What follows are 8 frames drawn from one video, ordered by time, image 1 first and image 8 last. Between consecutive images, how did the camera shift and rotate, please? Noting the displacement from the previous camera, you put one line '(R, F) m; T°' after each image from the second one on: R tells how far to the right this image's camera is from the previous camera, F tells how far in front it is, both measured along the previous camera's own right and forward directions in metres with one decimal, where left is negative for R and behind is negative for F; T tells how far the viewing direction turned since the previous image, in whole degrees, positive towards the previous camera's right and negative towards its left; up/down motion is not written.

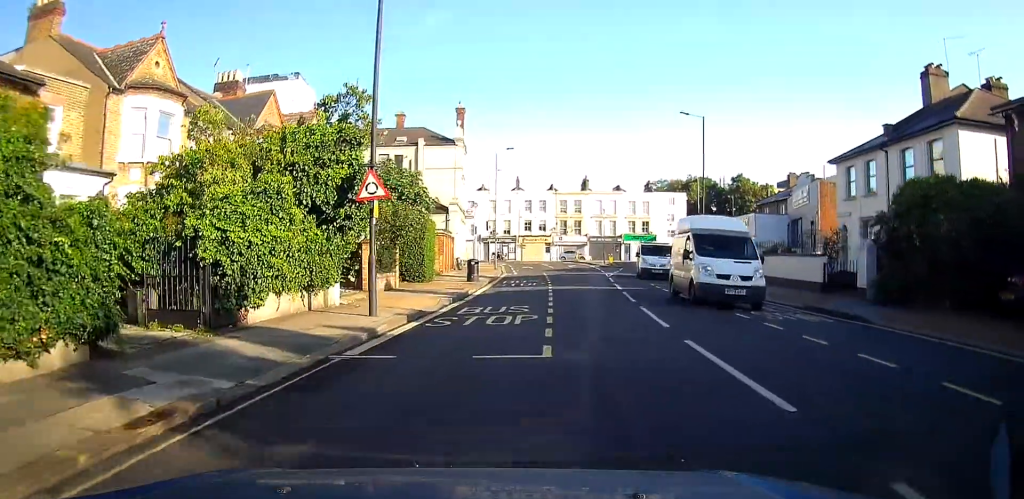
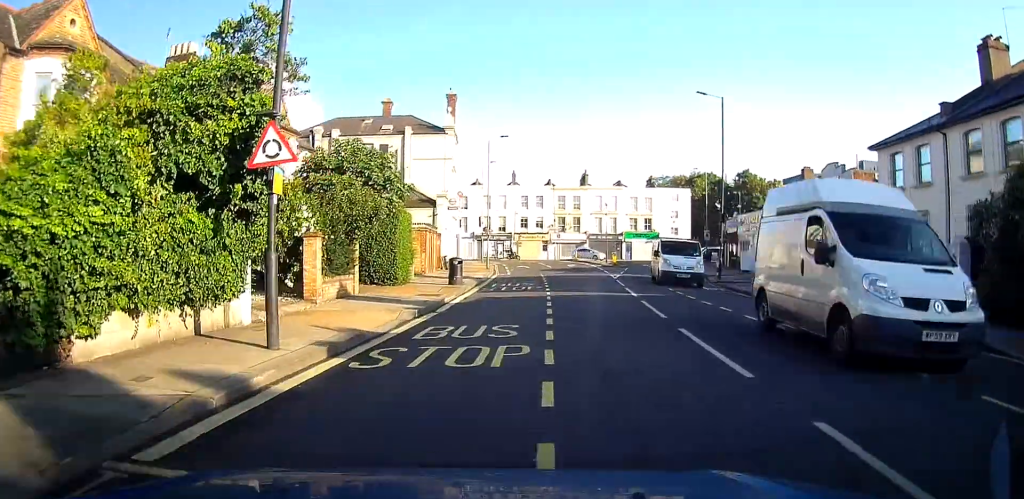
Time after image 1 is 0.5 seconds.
(0.0, +4.7) m; 0°
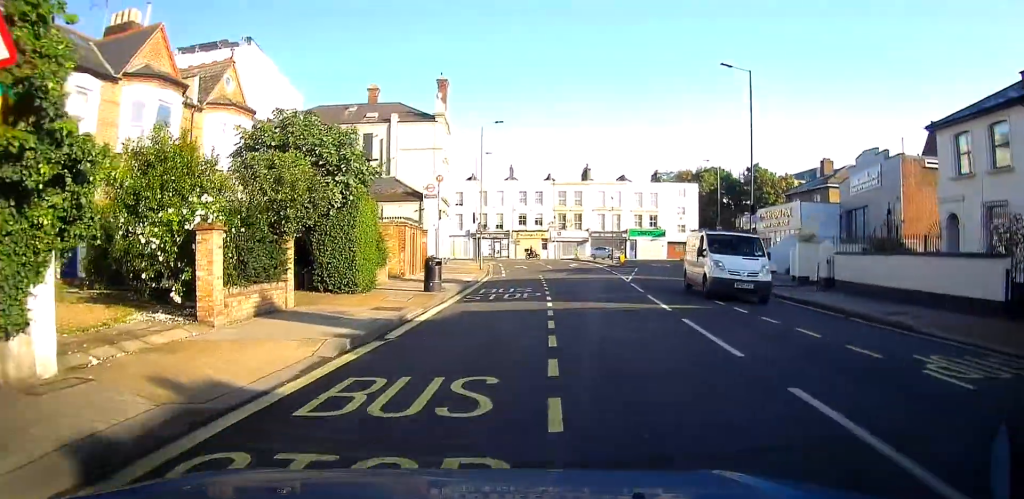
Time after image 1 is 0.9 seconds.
(-0.1, +4.8) m; 0°
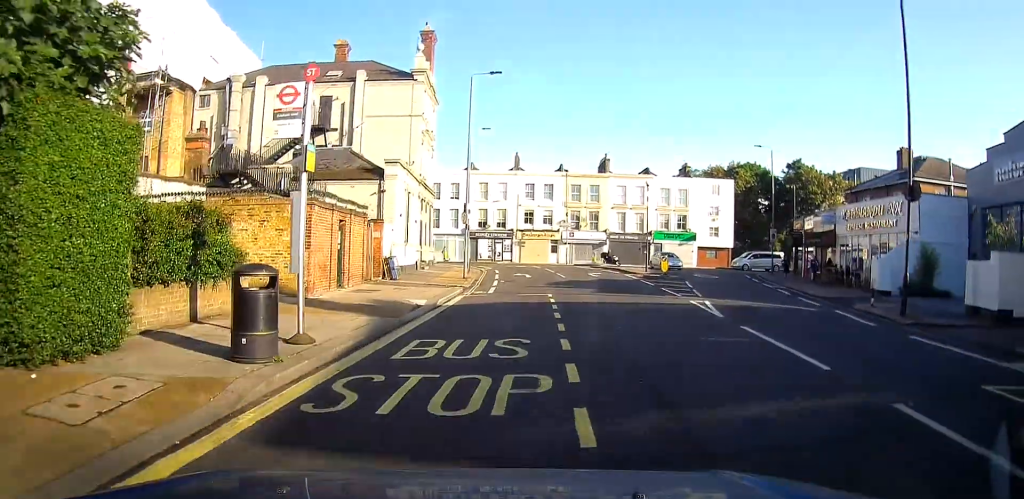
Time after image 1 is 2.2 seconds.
(+0.1, +12.4) m; +1°
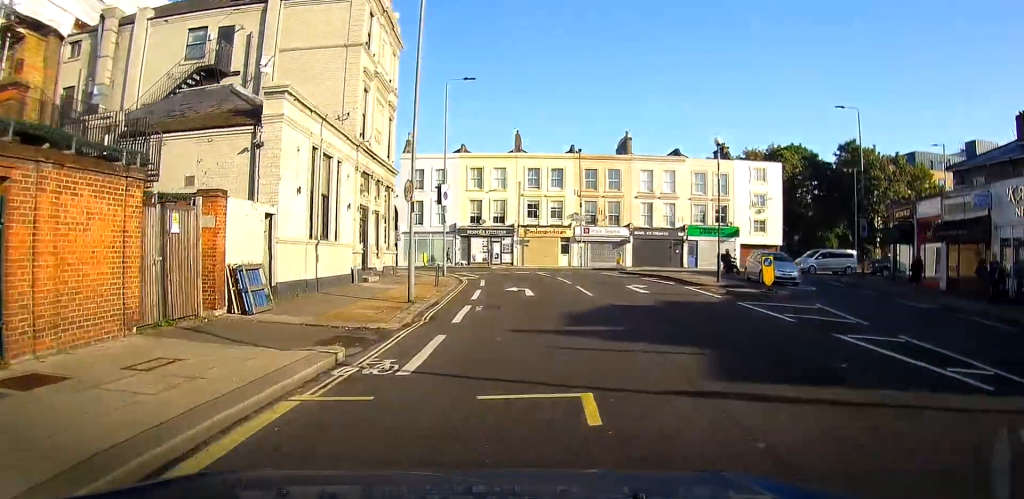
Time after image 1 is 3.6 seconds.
(-0.2, +13.8) m; -2°
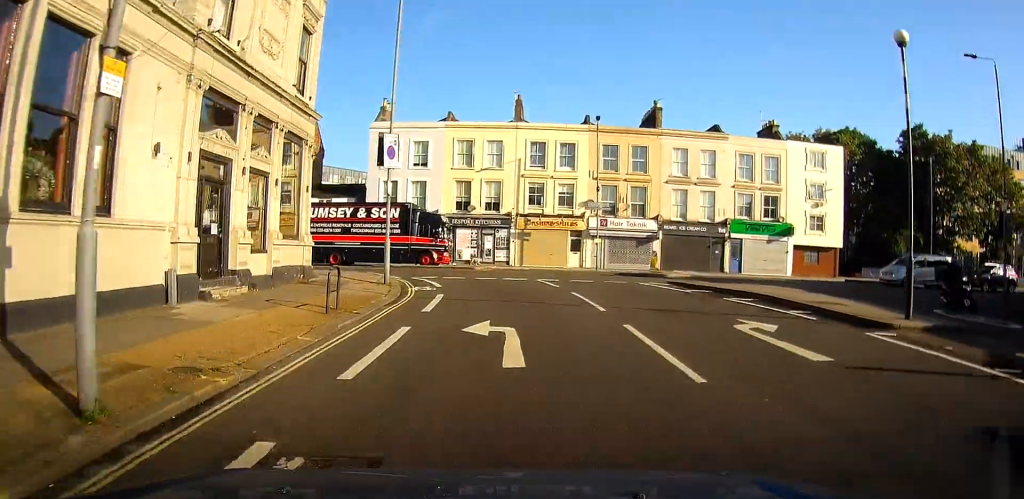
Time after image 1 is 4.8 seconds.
(-0.1, +12.2) m; -1°
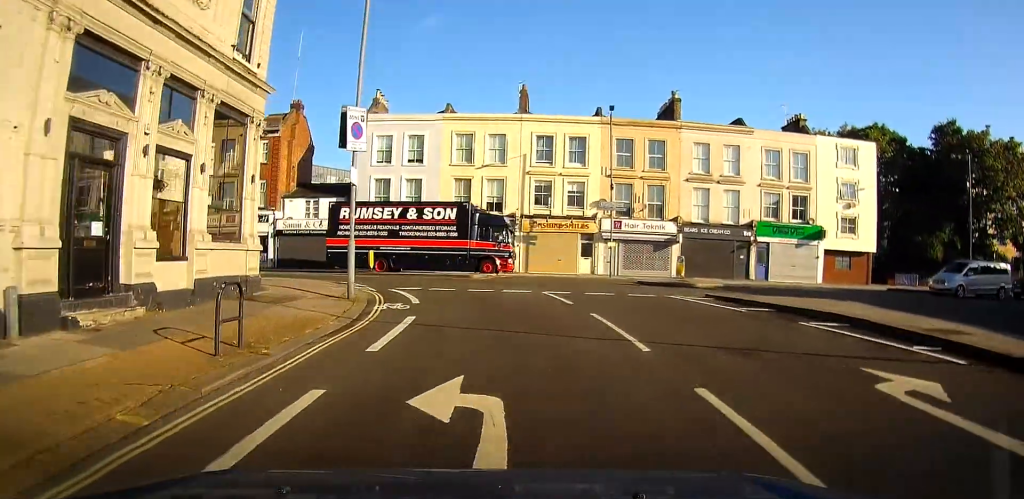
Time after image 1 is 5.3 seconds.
(0.0, +4.3) m; -1°
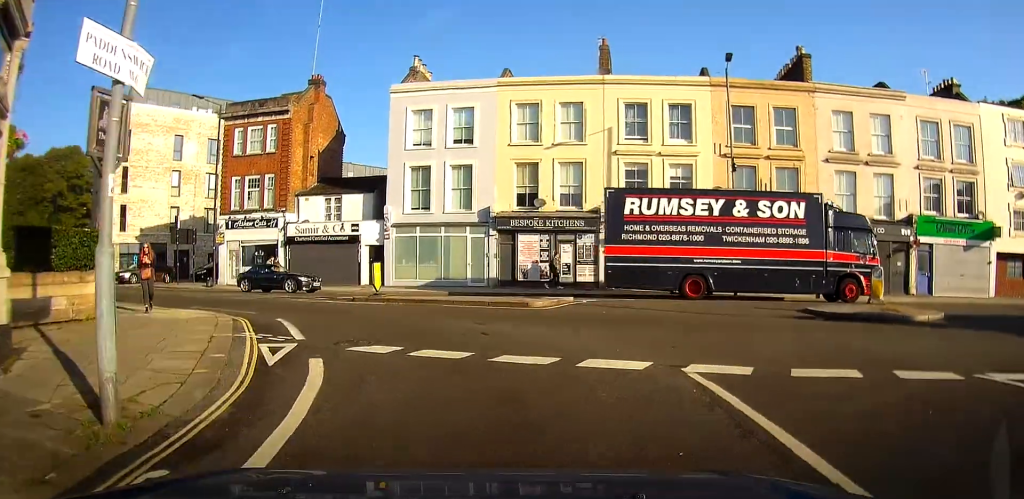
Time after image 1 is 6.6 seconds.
(-0.7, +10.7) m; -11°
